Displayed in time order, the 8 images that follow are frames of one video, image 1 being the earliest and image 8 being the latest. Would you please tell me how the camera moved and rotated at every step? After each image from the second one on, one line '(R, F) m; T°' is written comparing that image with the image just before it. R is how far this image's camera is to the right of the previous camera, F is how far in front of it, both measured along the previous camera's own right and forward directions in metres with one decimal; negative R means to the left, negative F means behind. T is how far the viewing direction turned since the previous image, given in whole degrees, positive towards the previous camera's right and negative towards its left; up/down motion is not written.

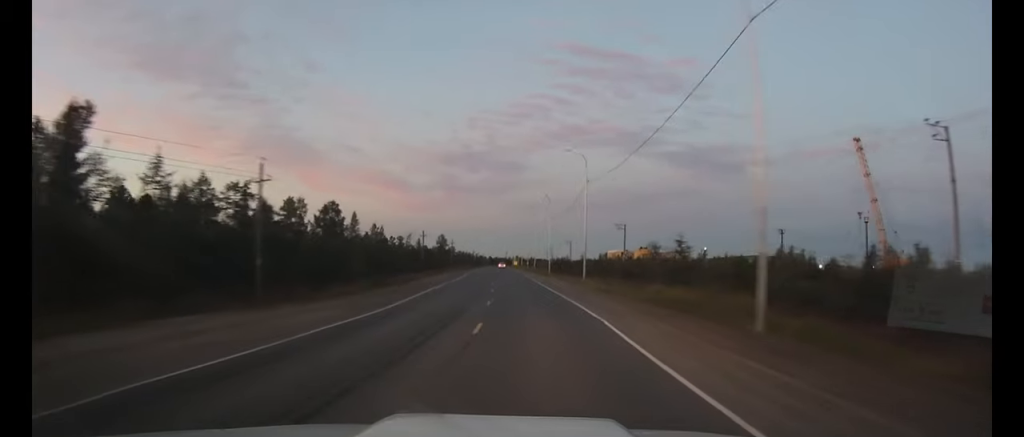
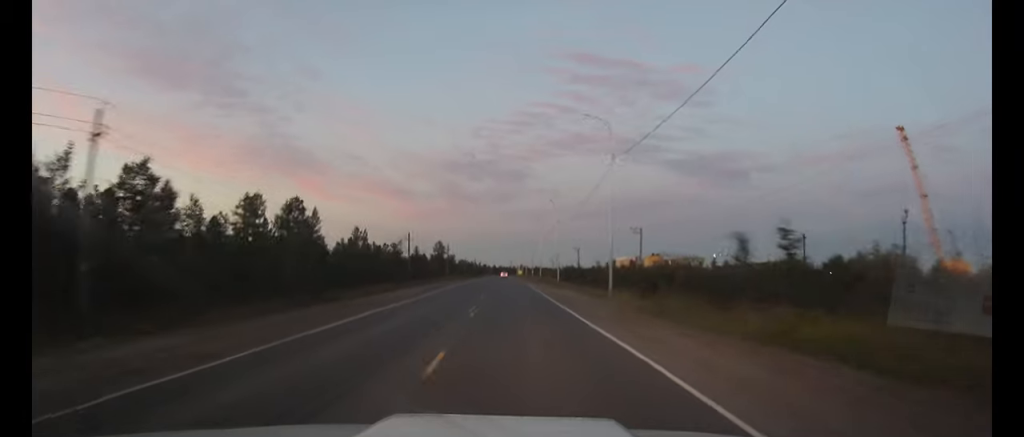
(0.0, +13.6) m; 0°
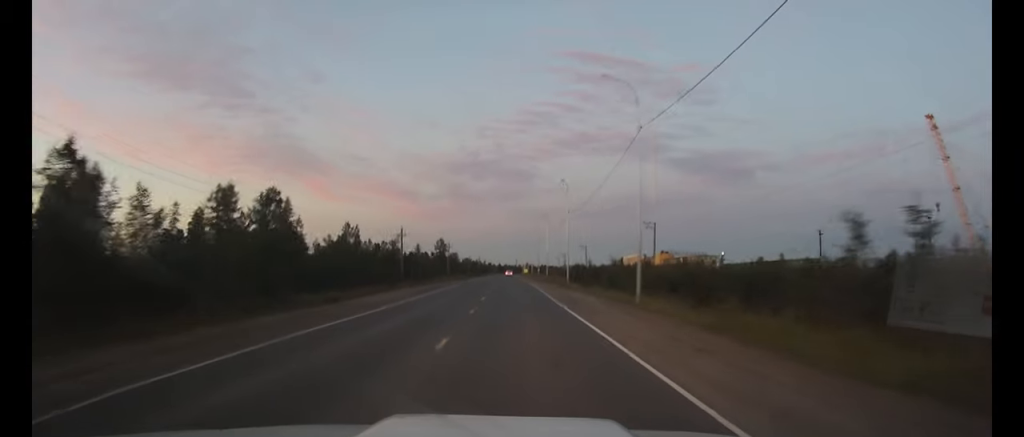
(0.0, +7.5) m; 0°
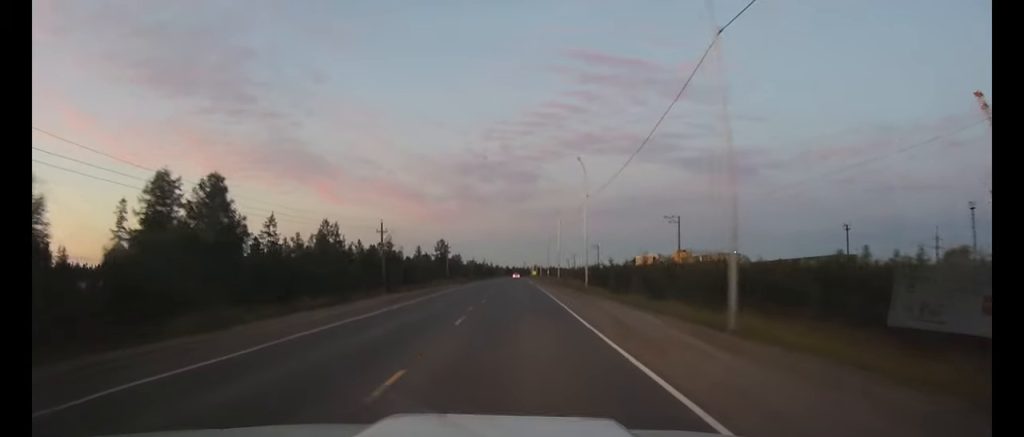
(-0.1, +12.5) m; -1°
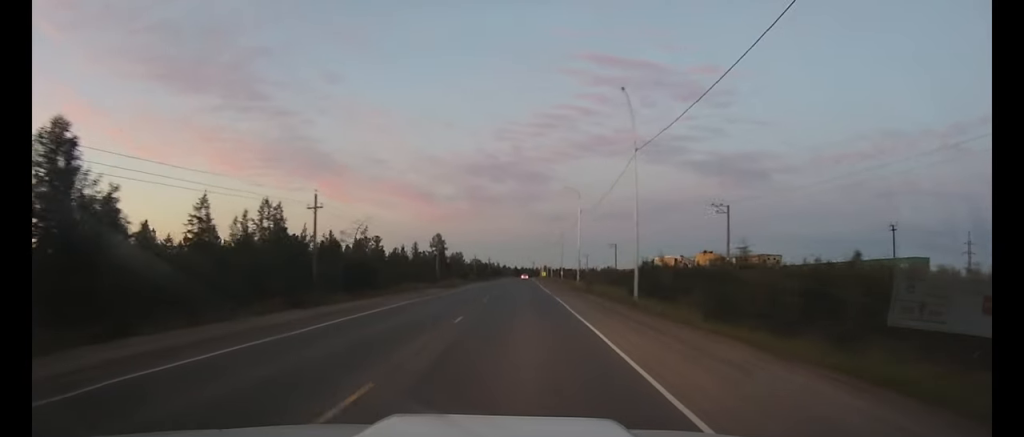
(-0.2, +20.0) m; -1°
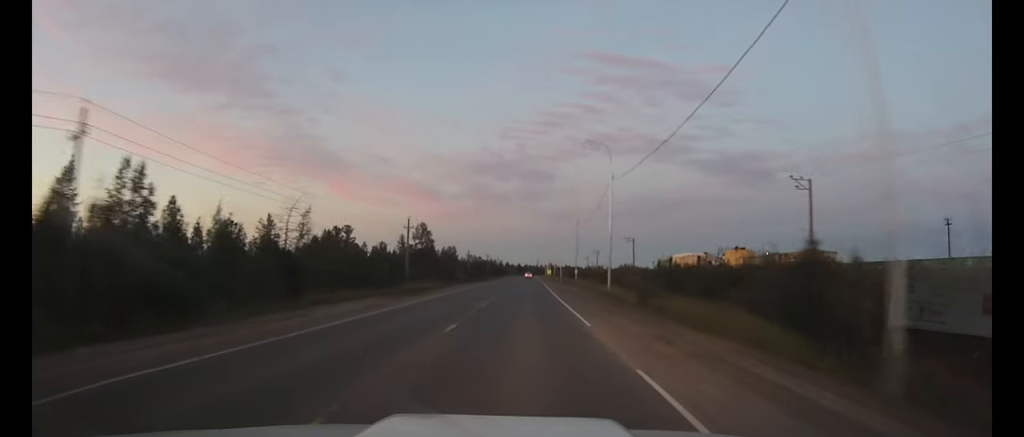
(-0.1, +22.7) m; 0°
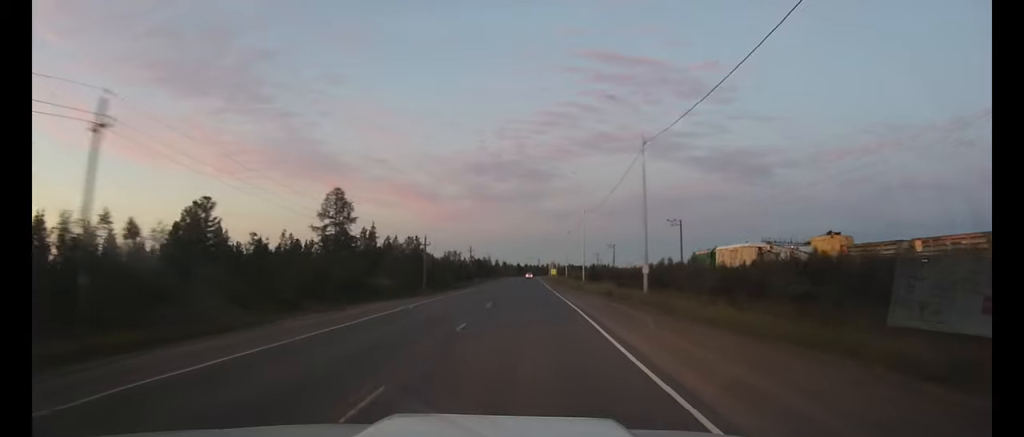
(-0.1, +46.5) m; 0°
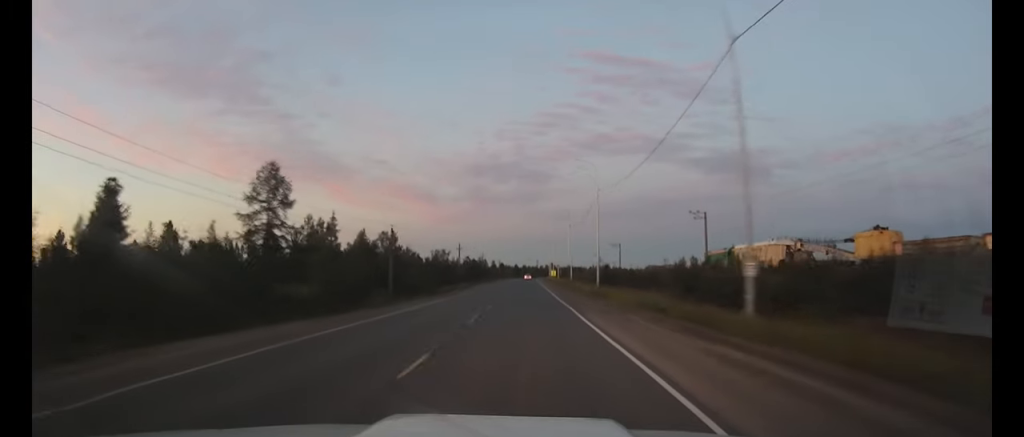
(0.0, +15.4) m; 0°
